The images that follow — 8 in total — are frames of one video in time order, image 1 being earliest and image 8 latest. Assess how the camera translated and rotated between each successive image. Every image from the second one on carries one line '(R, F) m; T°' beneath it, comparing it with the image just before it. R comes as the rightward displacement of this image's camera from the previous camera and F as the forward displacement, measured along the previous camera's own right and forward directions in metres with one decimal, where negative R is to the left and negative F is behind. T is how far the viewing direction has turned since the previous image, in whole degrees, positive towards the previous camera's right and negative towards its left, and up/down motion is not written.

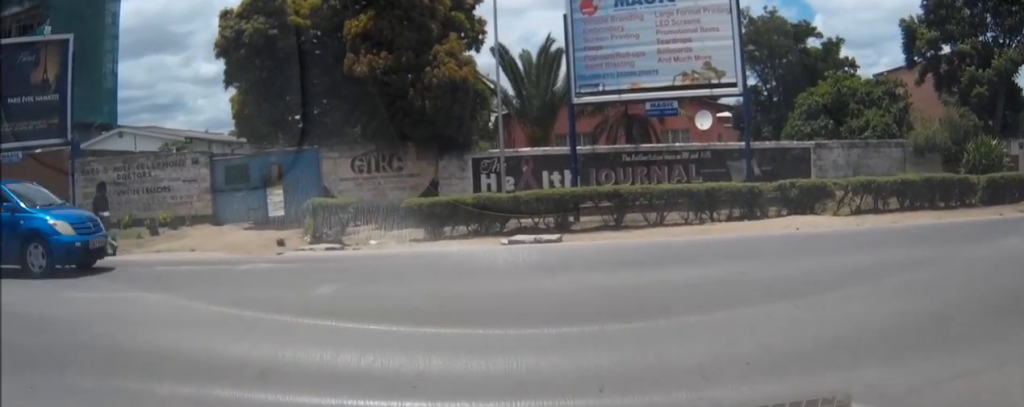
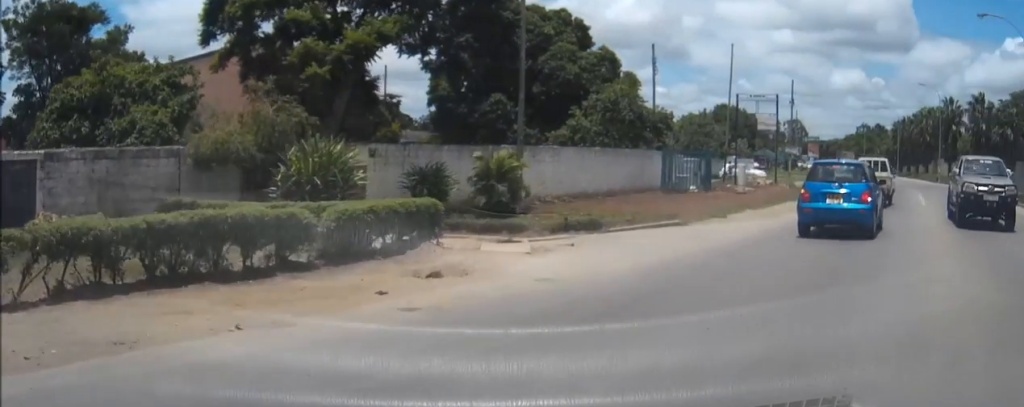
(+3.3, +7.5) m; +46°
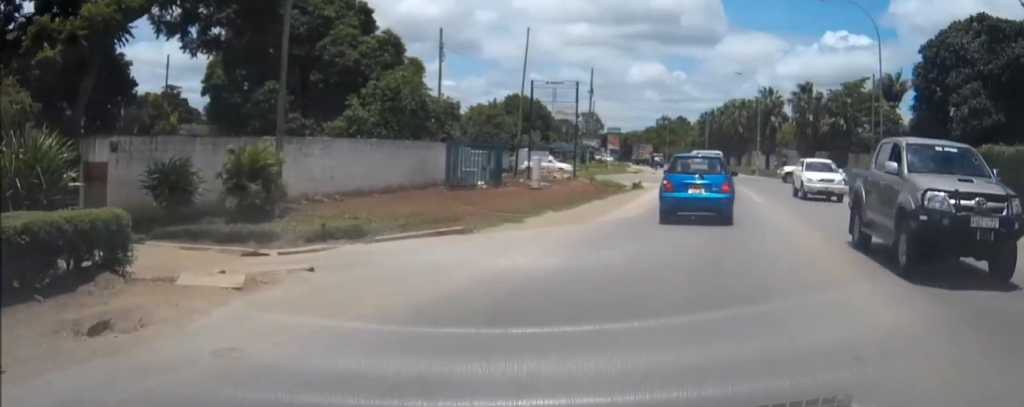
(+0.3, +3.6) m; +13°
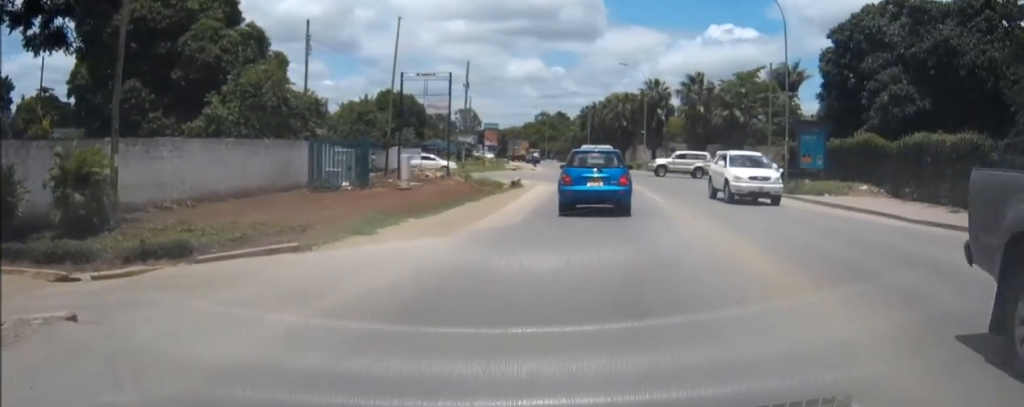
(+0.4, +3.1) m; +8°
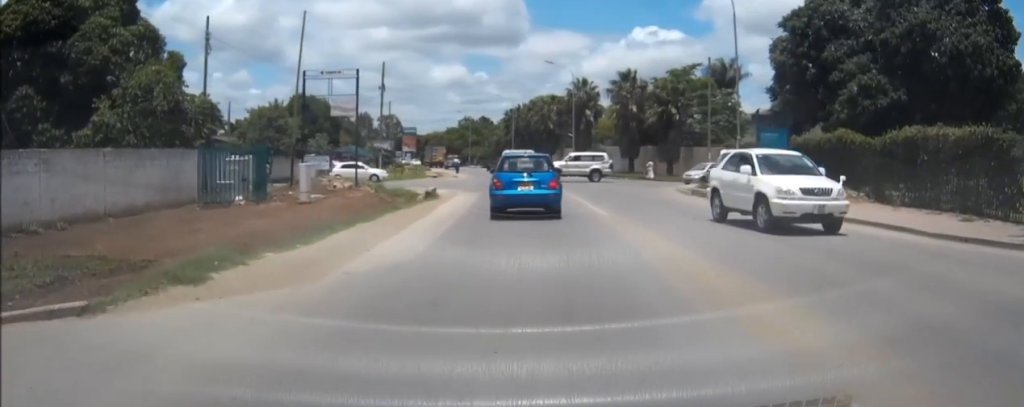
(+0.4, +4.3) m; +9°
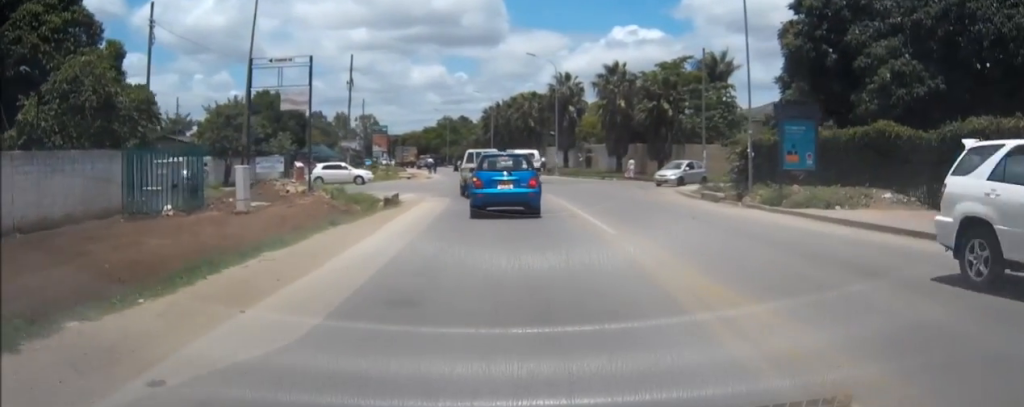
(+0.4, +4.7) m; +5°
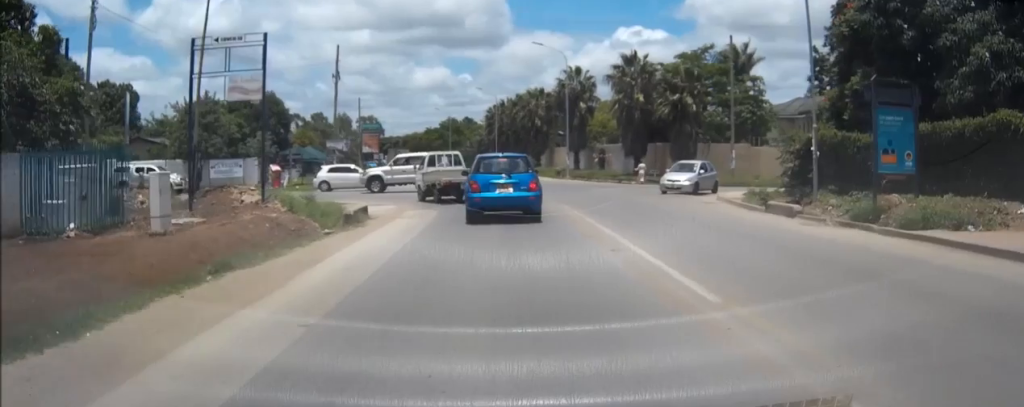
(+0.1, +6.3) m; 0°
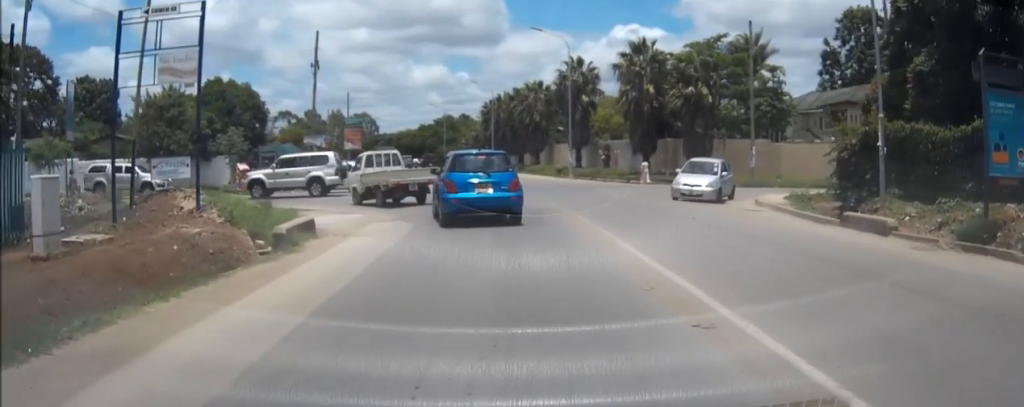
(-0.1, +4.9) m; -1°
